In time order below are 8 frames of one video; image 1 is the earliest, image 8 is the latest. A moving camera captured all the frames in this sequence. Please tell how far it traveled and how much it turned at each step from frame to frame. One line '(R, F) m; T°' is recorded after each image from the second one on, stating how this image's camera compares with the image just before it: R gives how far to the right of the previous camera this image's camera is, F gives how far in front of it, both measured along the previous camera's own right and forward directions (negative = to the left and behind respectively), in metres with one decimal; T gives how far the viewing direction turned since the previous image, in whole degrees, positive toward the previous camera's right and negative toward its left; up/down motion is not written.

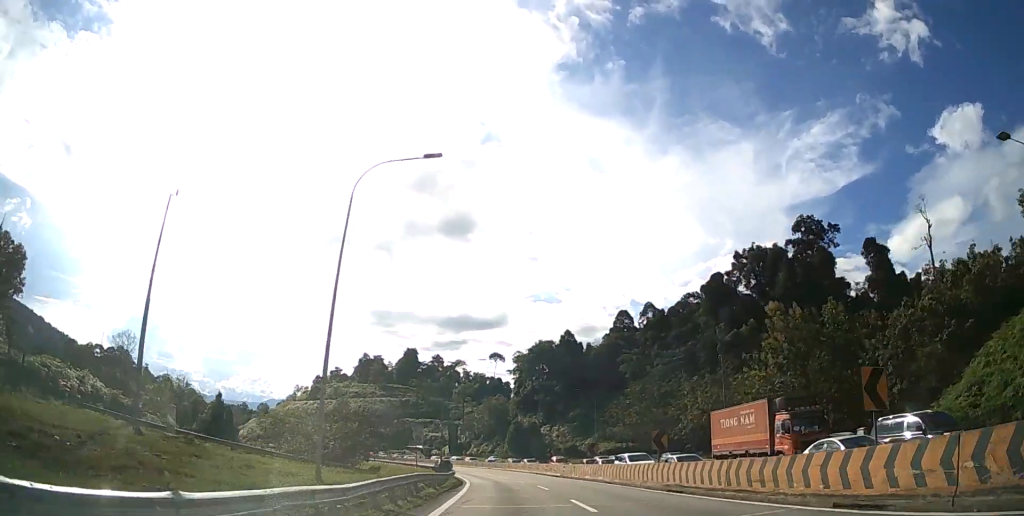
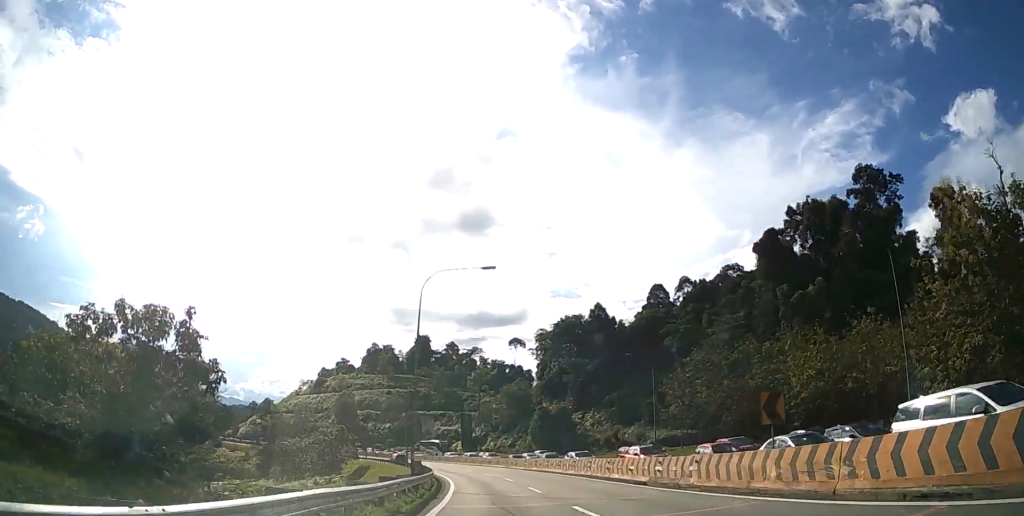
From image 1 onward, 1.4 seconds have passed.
(-0.4, +26.1) m; -2°
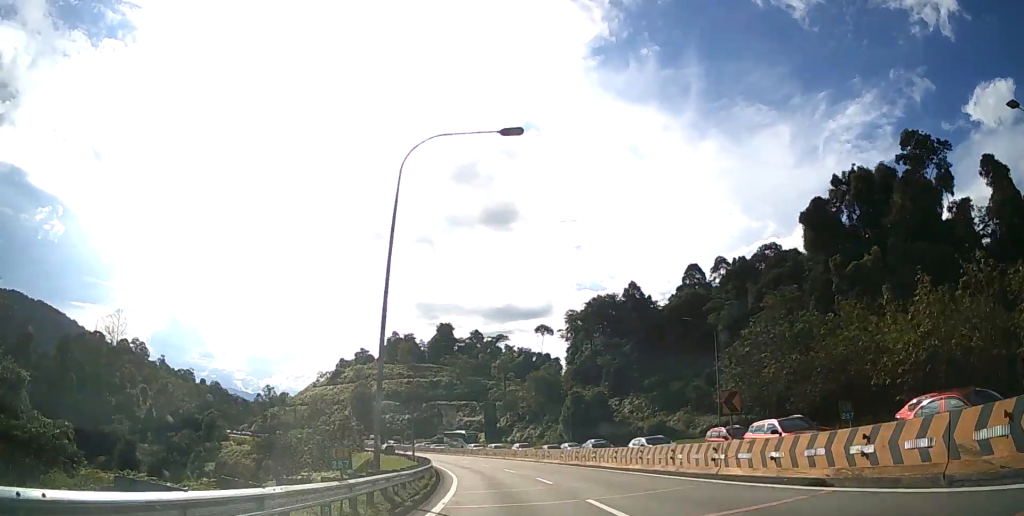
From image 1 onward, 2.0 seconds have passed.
(-0.2, +13.0) m; -1°
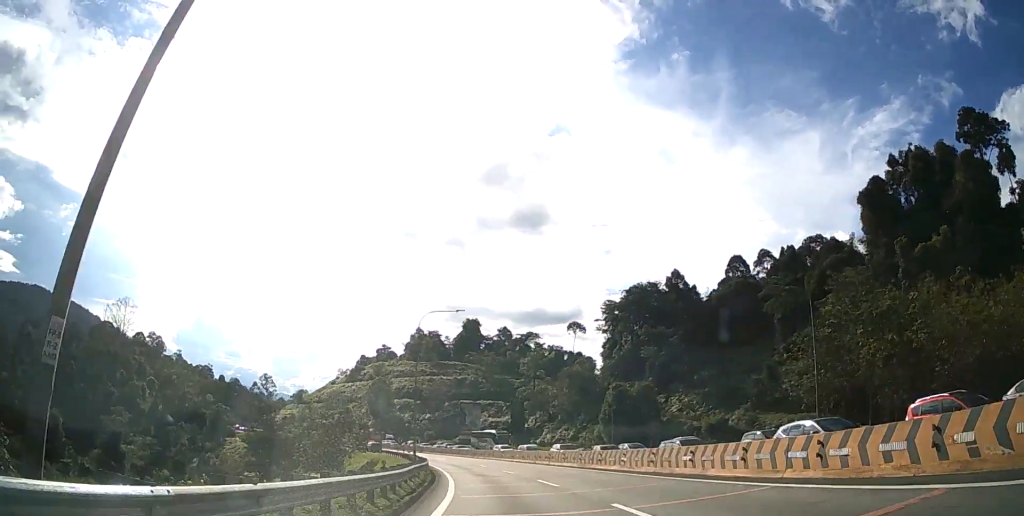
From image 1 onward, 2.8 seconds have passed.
(+0.1, +13.6) m; -2°
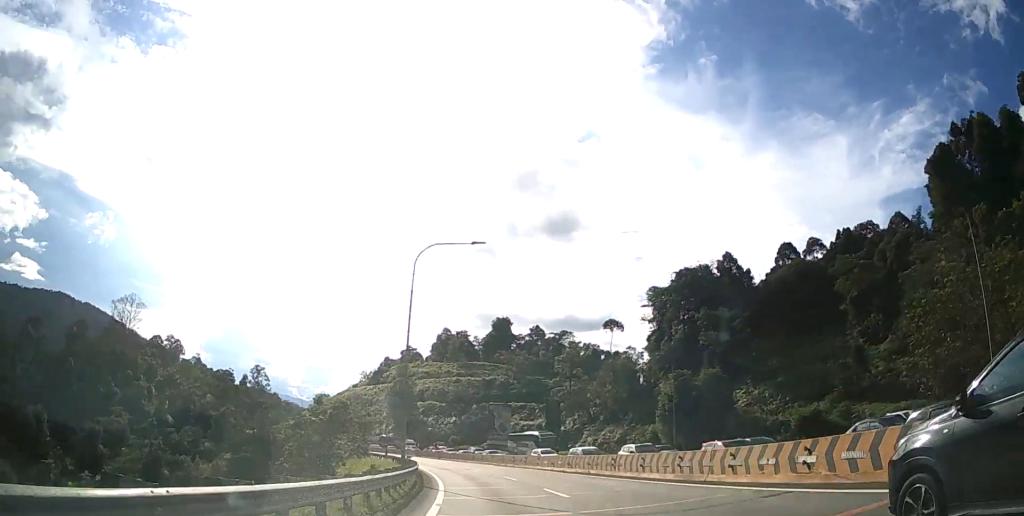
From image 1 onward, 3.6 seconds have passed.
(-0.5, +15.1) m; -3°
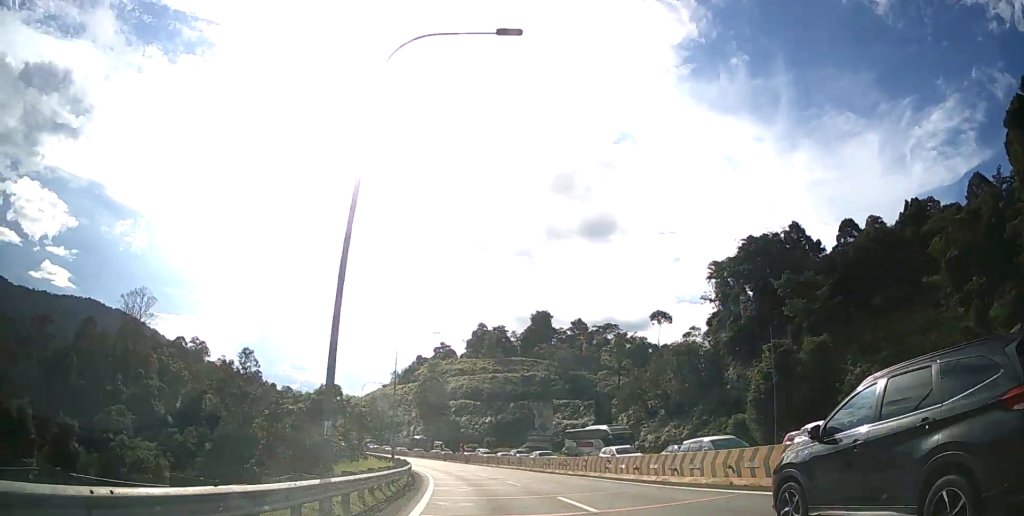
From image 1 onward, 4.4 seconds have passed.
(-0.6, +16.0) m; -4°
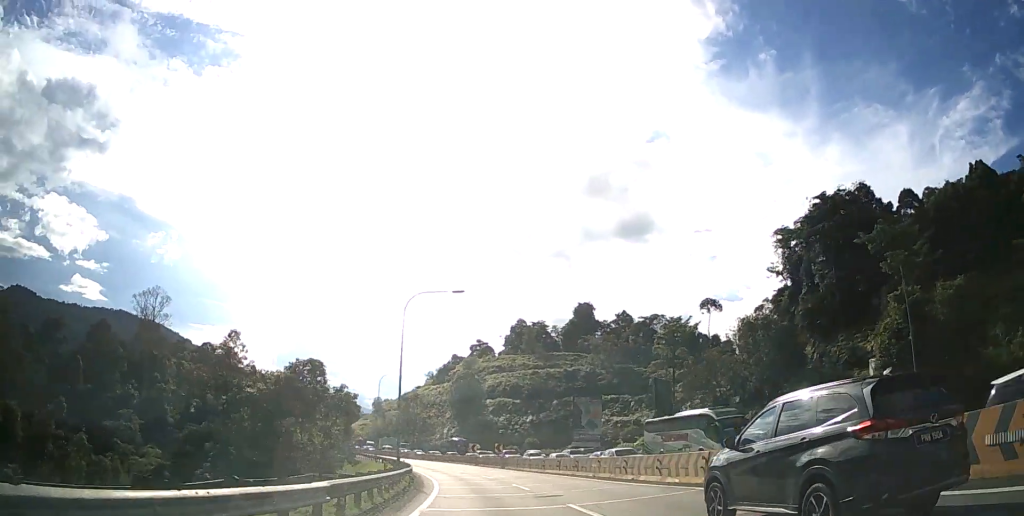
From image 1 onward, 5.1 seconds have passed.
(-0.3, +13.8) m; -4°
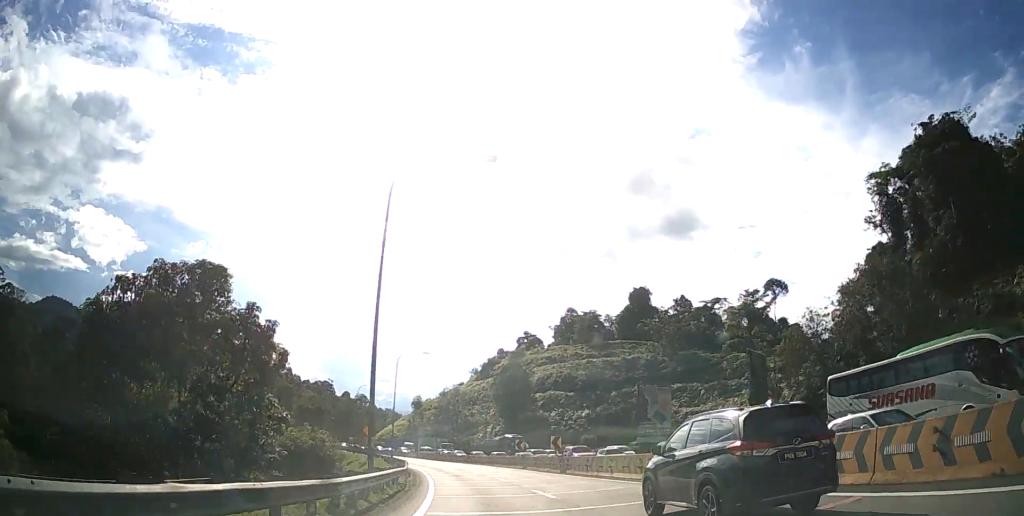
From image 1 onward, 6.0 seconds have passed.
(-0.8, +17.6) m; -6°
